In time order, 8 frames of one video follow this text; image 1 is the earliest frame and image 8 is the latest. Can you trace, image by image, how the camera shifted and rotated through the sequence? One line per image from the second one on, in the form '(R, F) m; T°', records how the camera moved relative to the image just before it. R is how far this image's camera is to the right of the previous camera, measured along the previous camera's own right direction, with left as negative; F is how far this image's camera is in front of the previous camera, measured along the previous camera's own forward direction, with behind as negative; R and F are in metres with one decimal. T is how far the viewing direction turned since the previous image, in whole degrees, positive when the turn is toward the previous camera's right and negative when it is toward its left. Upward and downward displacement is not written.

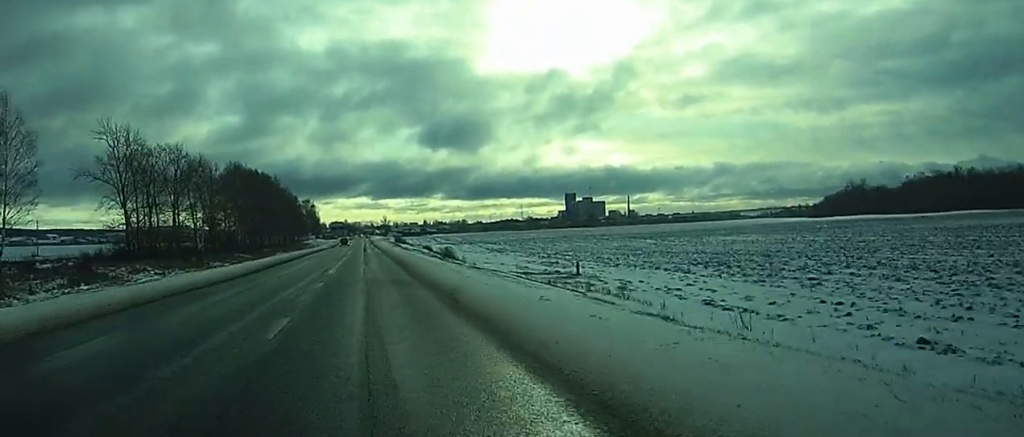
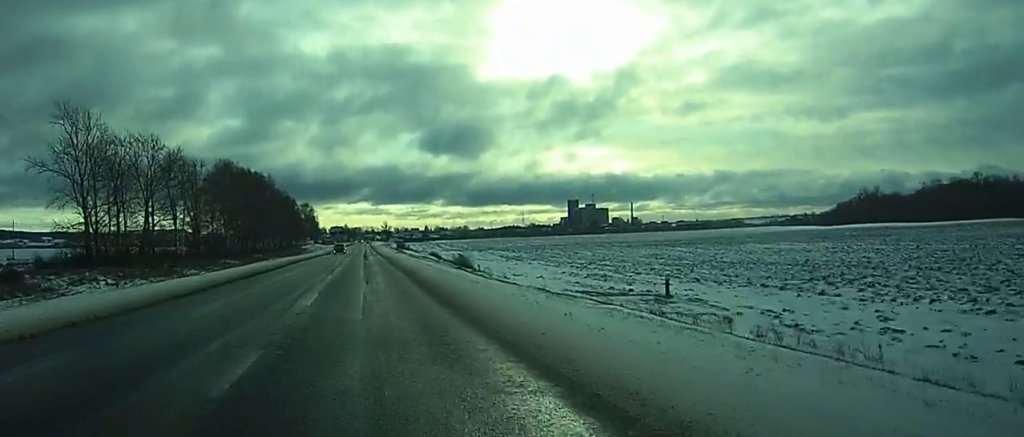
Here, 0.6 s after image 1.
(0.0, +16.0) m; 0°
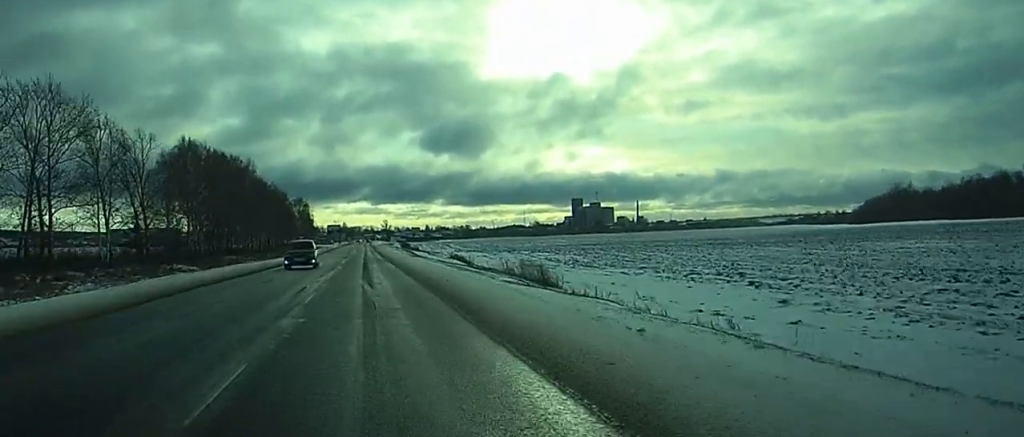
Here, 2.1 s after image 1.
(0.0, +37.0) m; 0°
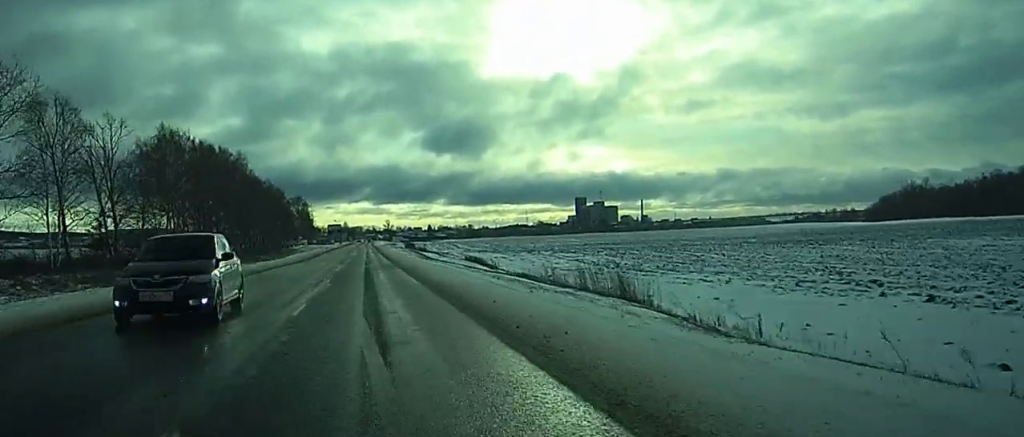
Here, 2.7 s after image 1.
(0.0, +15.2) m; 0°
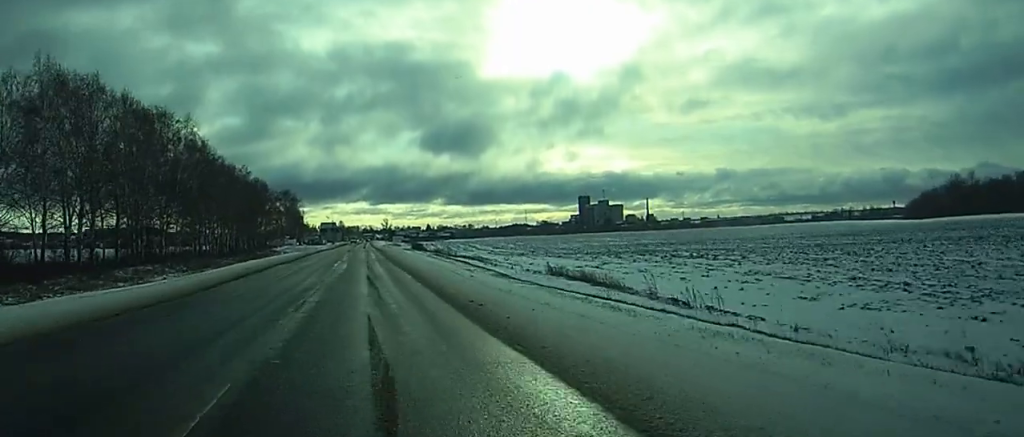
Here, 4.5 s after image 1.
(+0.1, +45.7) m; 0°
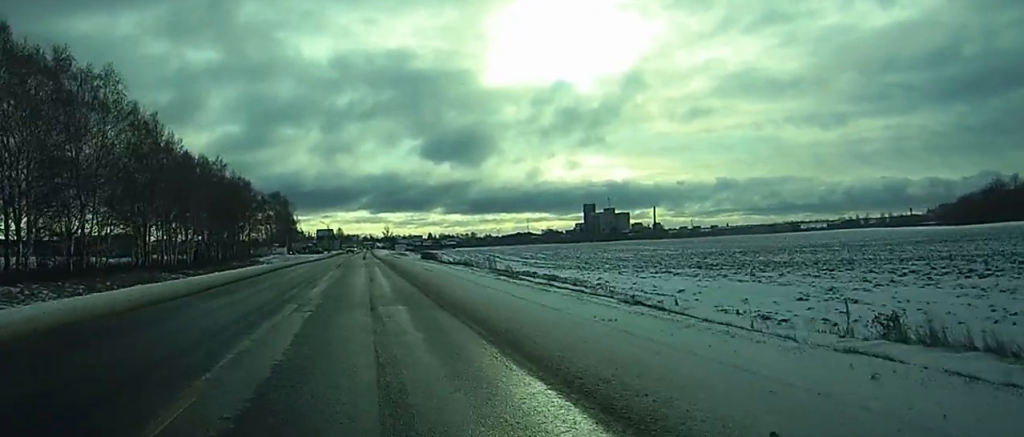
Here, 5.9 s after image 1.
(+0.1, +36.5) m; 0°
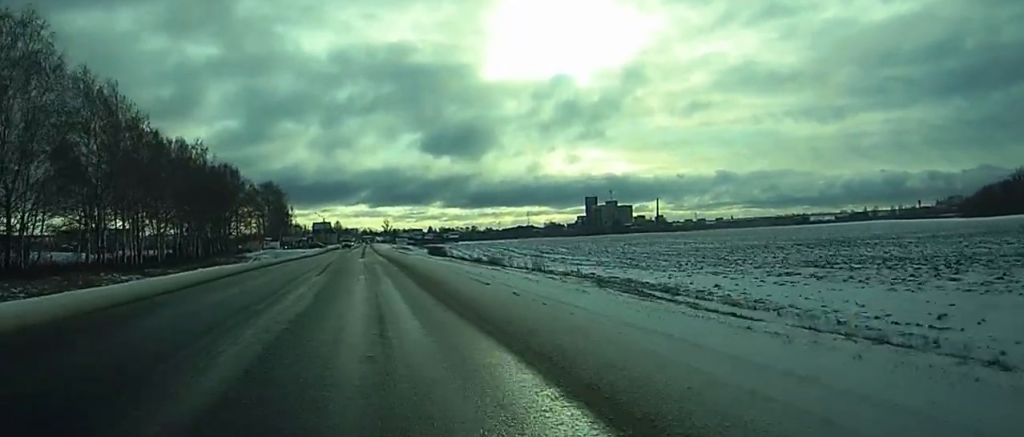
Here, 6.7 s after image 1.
(0.0, +19.5) m; 0°
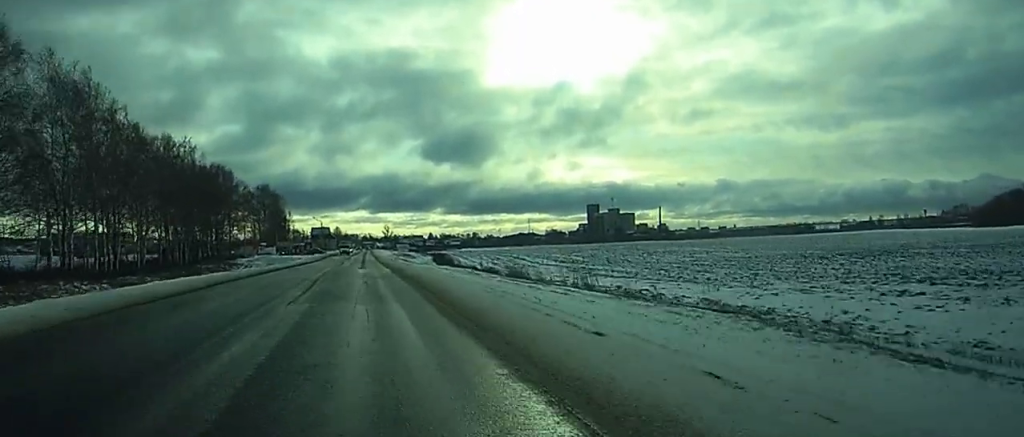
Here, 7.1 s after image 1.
(0.0, +11.0) m; 0°
